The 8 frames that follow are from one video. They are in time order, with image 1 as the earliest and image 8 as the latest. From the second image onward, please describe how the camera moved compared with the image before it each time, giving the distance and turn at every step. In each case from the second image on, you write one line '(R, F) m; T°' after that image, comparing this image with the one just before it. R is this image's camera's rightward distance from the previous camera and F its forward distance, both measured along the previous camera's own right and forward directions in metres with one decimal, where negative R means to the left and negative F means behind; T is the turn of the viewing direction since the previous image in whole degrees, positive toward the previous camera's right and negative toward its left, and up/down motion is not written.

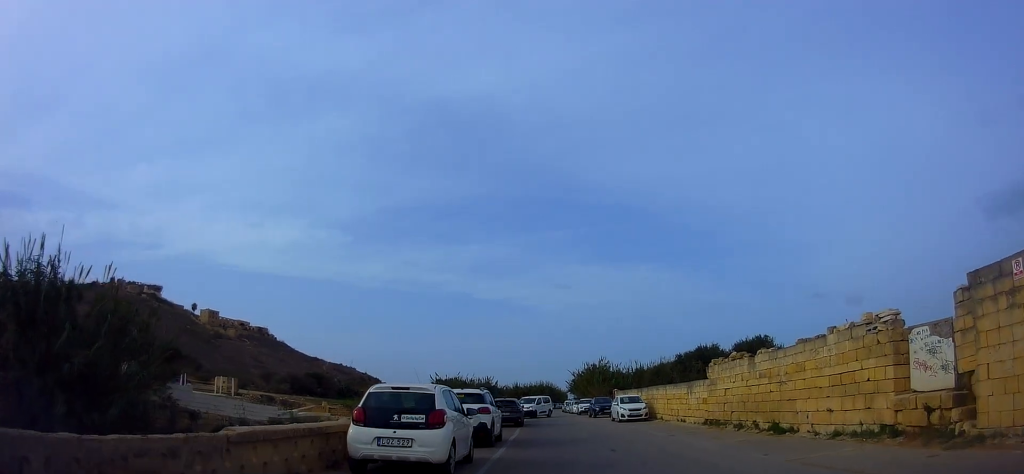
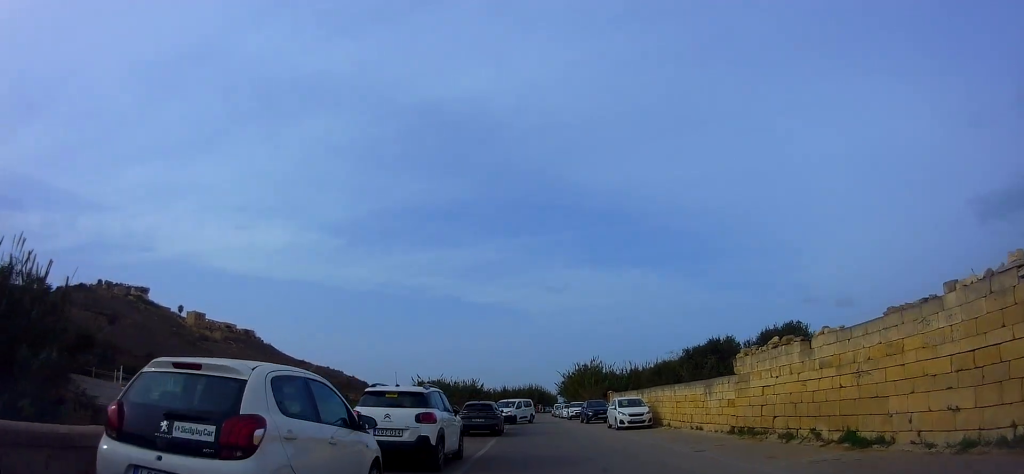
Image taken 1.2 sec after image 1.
(-0.1, +4.5) m; 0°
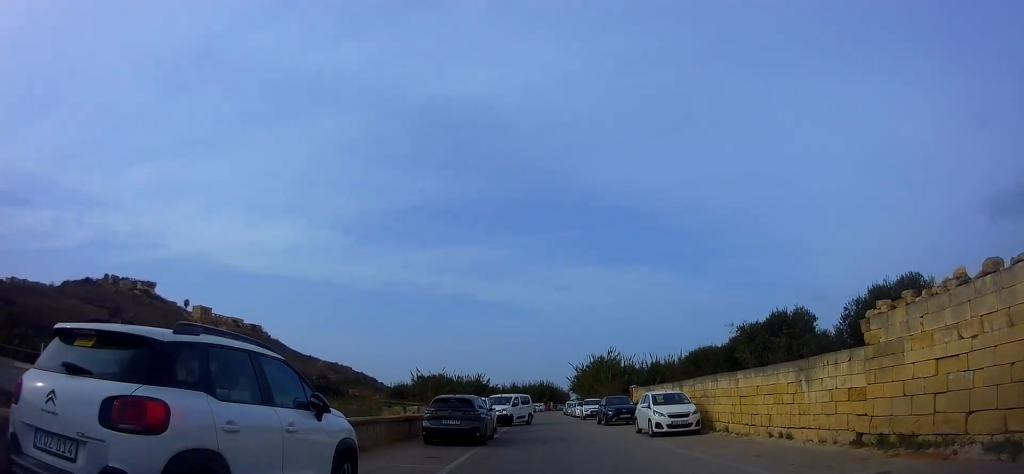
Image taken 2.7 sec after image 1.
(+0.1, +5.0) m; +4°
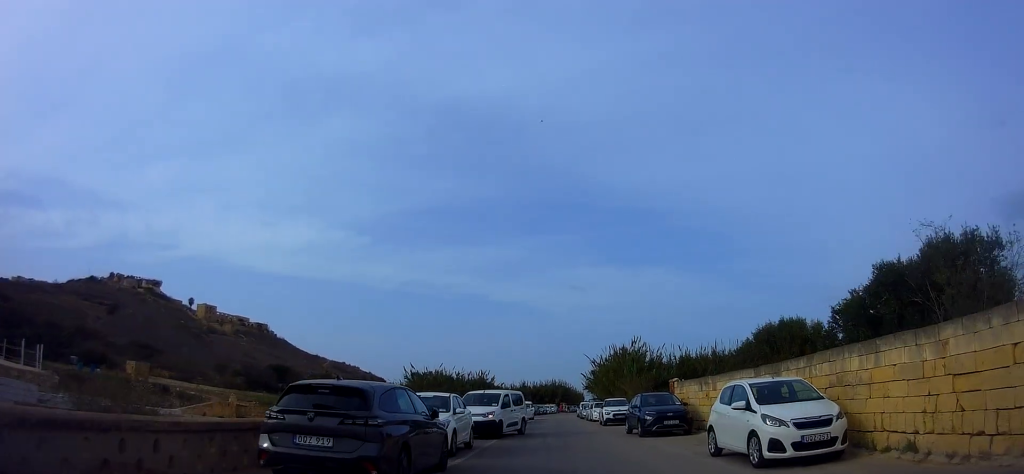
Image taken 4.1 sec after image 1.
(0.0, +6.5) m; +1°
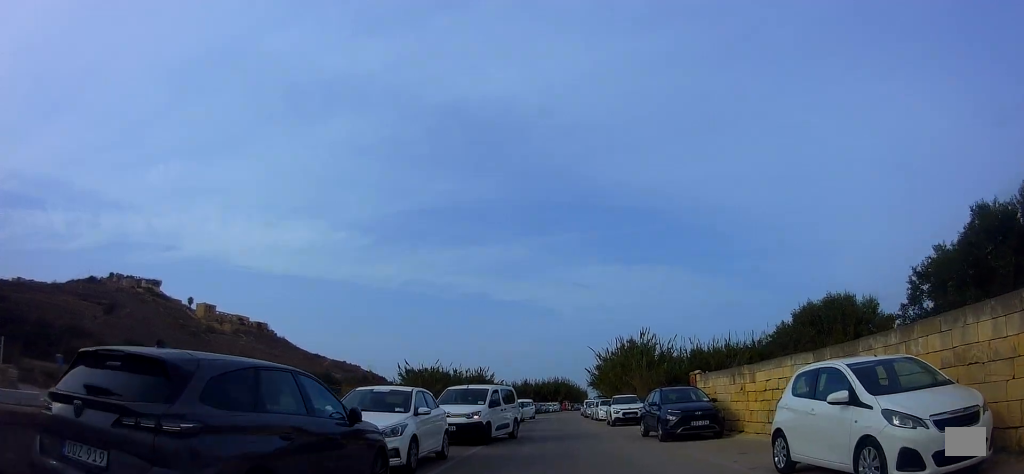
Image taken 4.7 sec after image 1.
(-0.1, +2.7) m; +1°
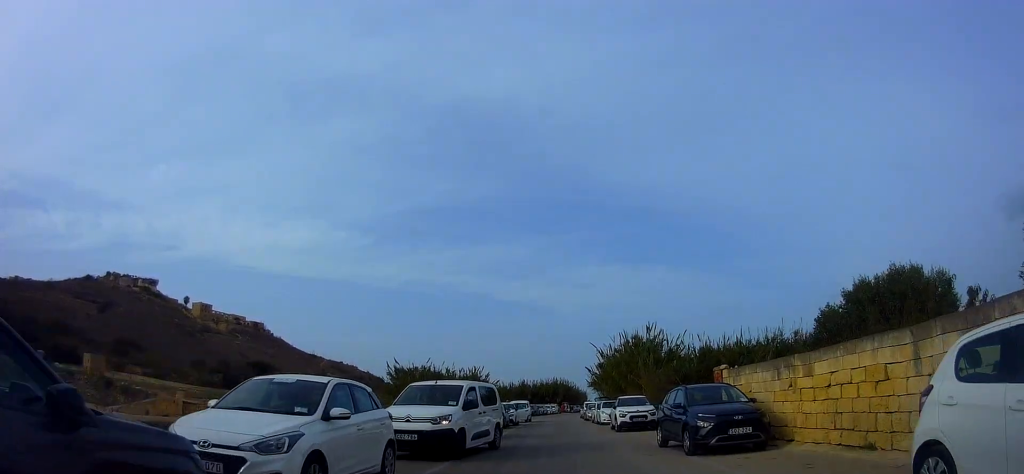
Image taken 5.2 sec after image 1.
(+0.2, +3.2) m; +1°
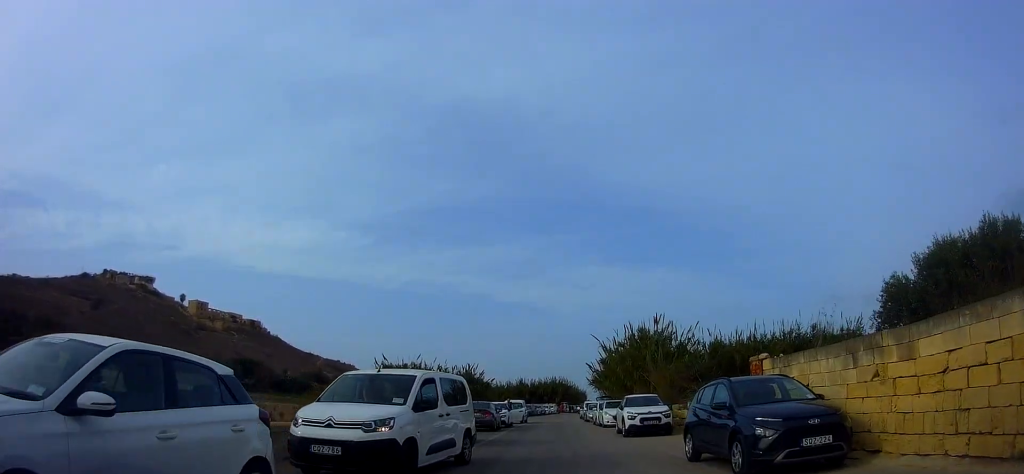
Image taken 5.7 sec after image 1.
(+0.1, +3.2) m; 0°
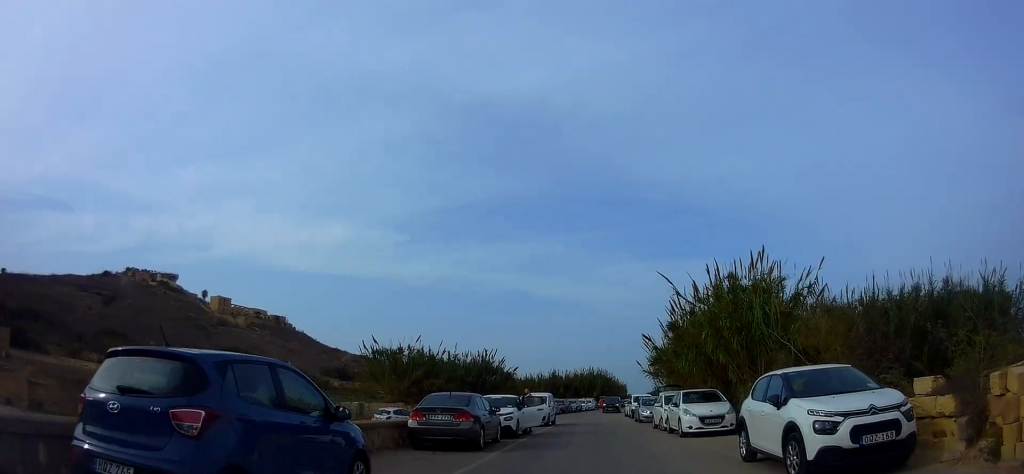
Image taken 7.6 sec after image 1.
(-1.6, +12.2) m; -5°
